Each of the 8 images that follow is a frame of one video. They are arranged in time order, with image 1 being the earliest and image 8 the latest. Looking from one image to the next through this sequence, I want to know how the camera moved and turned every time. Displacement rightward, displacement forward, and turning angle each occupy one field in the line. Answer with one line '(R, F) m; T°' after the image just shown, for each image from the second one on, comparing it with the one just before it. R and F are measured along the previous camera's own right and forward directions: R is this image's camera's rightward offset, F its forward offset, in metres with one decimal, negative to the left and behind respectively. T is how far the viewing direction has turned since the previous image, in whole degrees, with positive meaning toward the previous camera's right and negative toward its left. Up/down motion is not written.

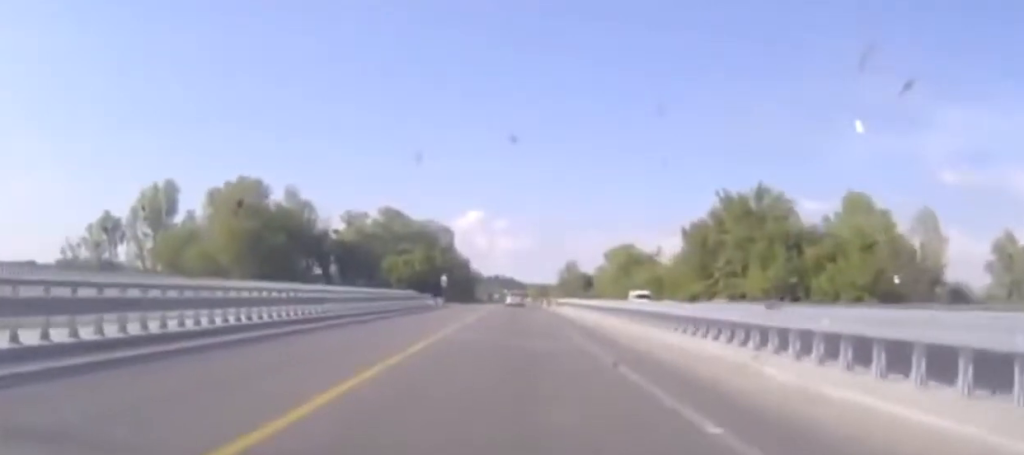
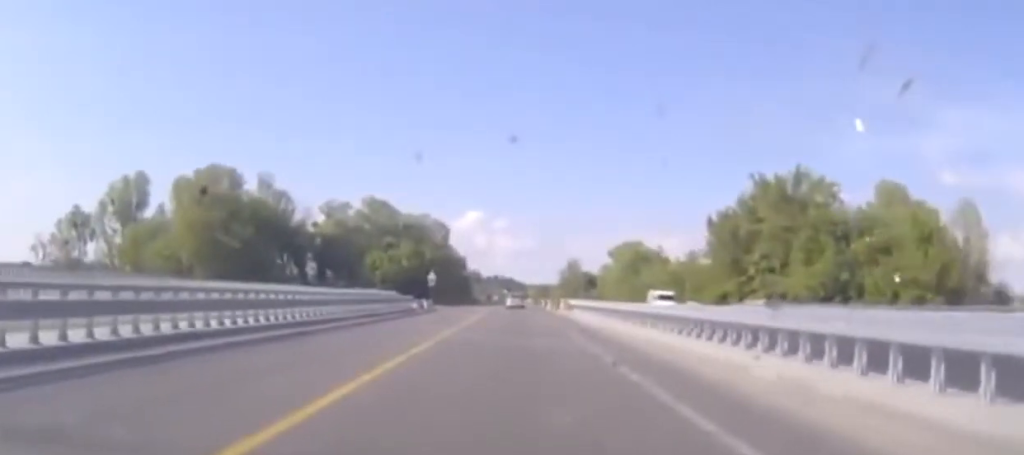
(0.0, +12.2) m; 0°
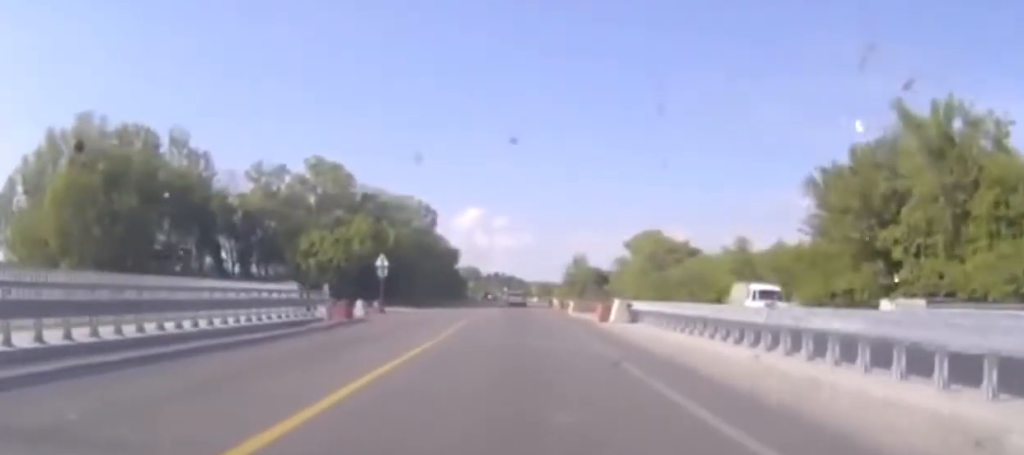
(+0.8, +26.4) m; +2°
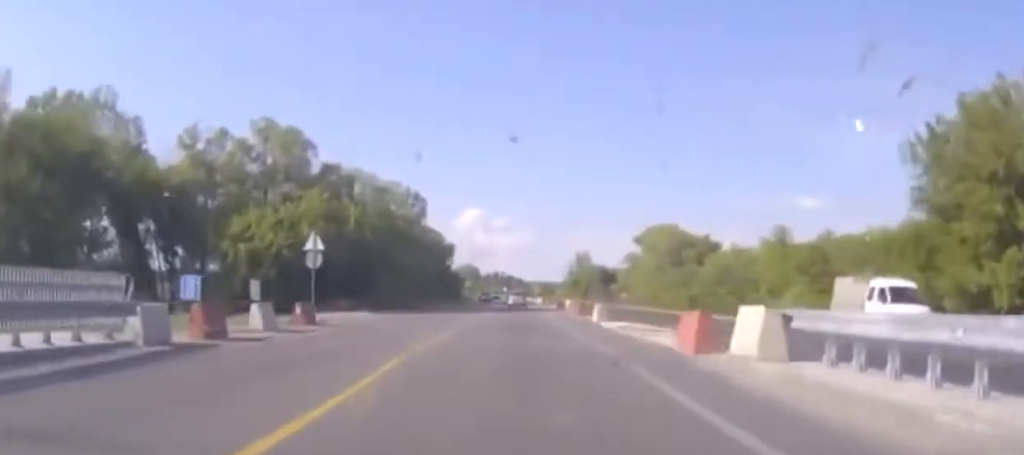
(+0.5, +13.5) m; -2°
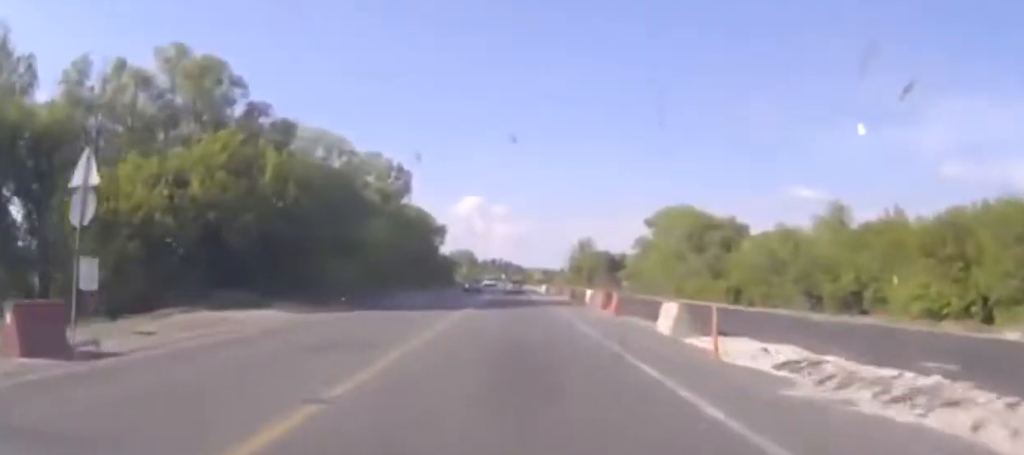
(-1.5, +19.3) m; -2°
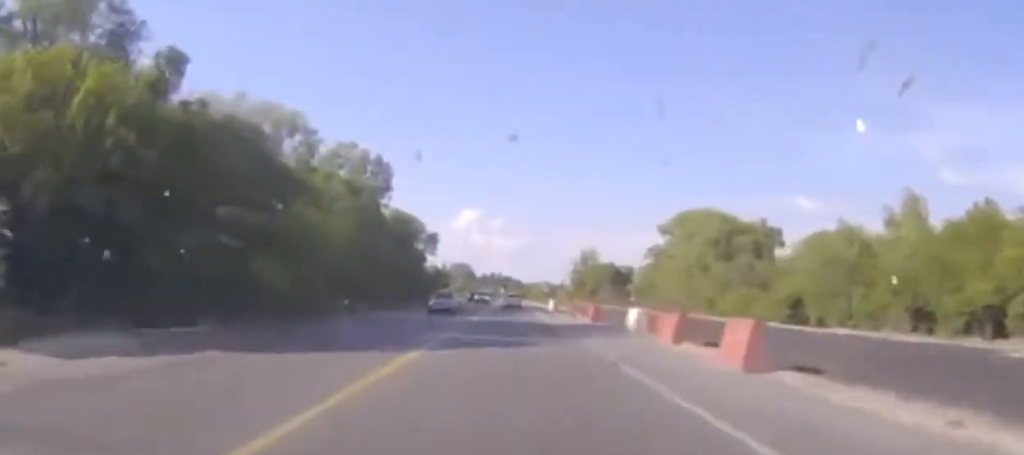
(+0.4, +16.8) m; +2°
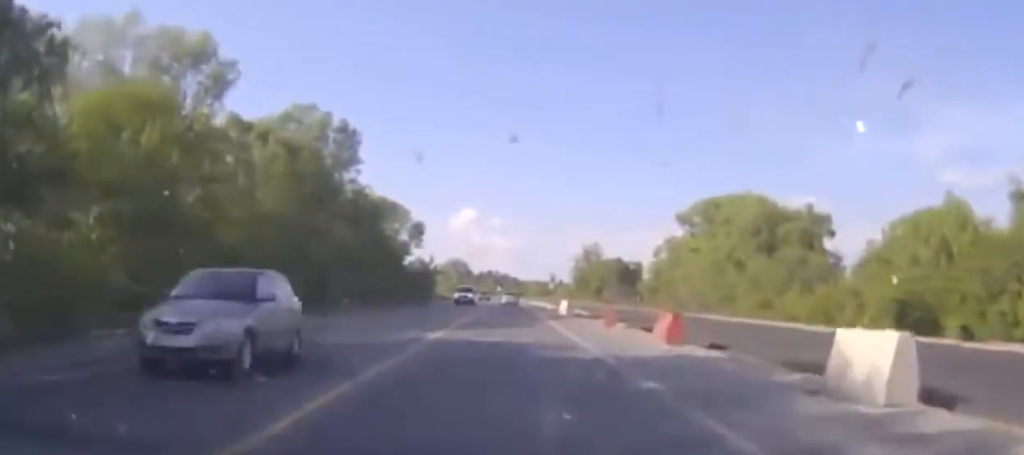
(+0.3, +18.7) m; +1°
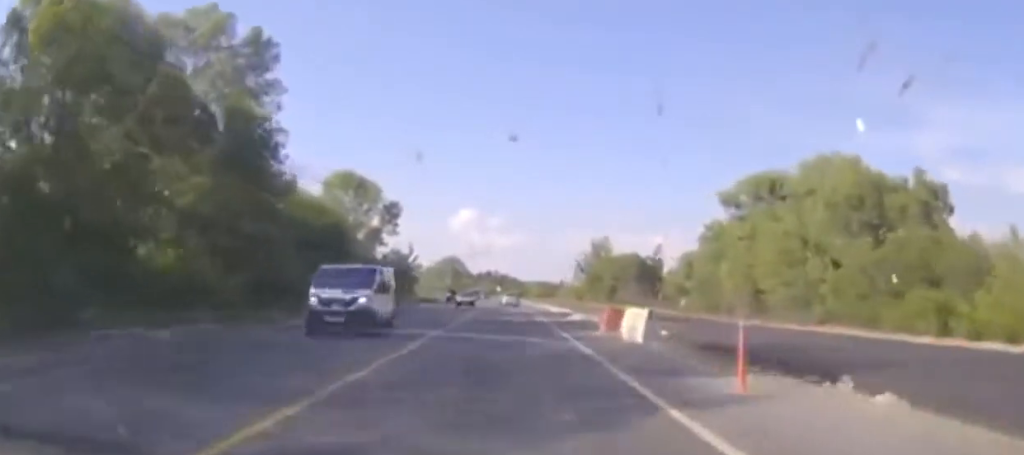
(+0.1, +27.0) m; 0°
